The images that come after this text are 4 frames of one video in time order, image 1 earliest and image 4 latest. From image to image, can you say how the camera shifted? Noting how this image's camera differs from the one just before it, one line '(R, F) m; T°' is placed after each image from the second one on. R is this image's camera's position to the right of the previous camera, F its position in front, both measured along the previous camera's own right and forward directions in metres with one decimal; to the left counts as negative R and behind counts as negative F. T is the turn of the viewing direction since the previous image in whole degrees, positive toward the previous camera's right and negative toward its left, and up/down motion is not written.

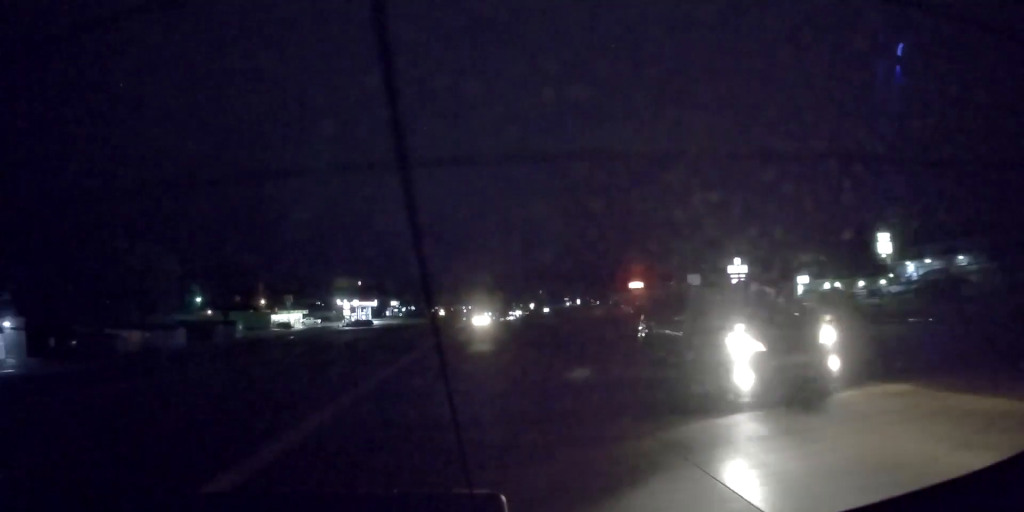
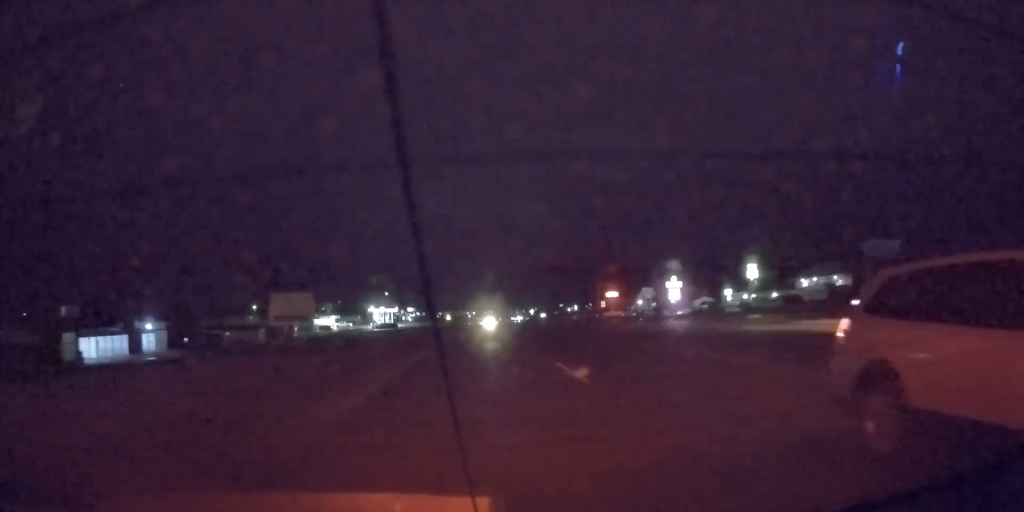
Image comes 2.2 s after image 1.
(-0.4, +38.8) m; -2°
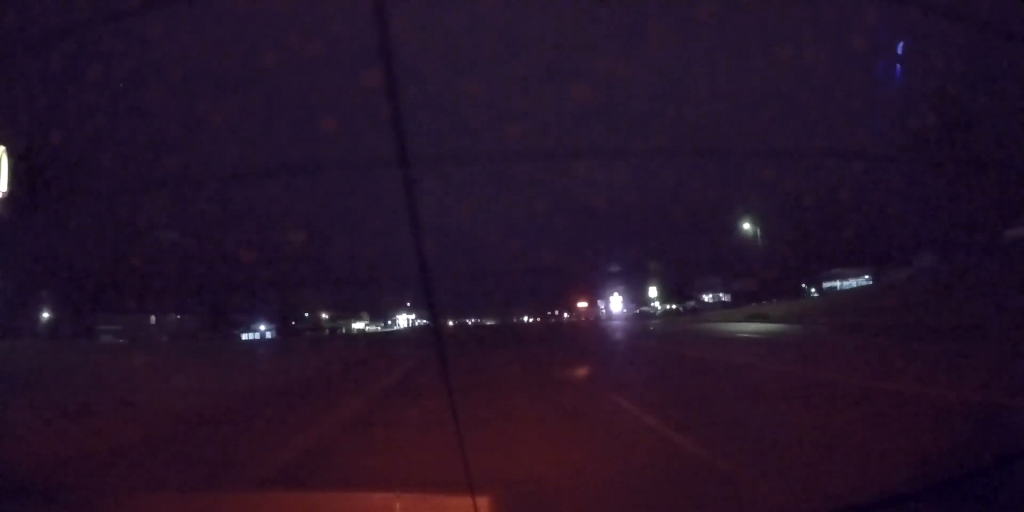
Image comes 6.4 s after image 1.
(+1.0, +60.9) m; +1°
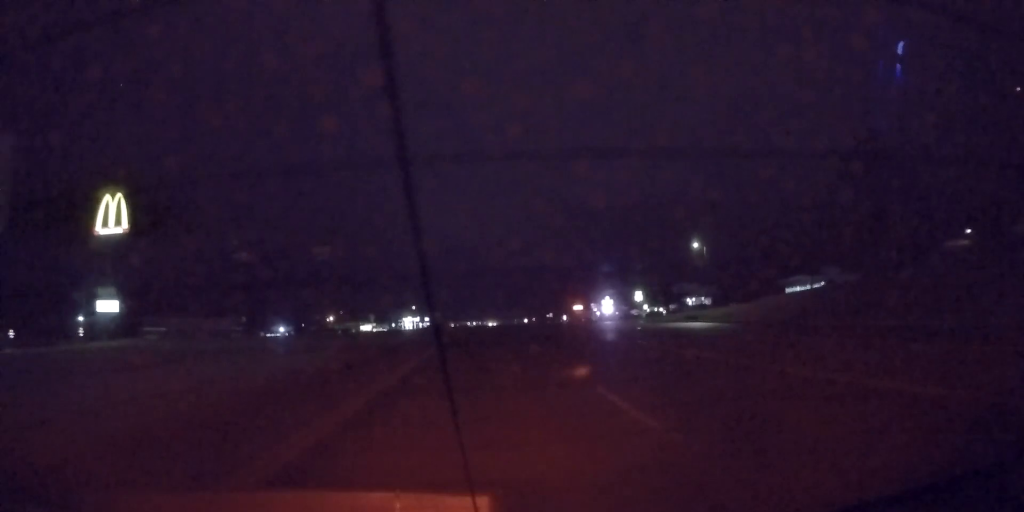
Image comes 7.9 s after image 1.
(-0.5, +15.7) m; 0°
